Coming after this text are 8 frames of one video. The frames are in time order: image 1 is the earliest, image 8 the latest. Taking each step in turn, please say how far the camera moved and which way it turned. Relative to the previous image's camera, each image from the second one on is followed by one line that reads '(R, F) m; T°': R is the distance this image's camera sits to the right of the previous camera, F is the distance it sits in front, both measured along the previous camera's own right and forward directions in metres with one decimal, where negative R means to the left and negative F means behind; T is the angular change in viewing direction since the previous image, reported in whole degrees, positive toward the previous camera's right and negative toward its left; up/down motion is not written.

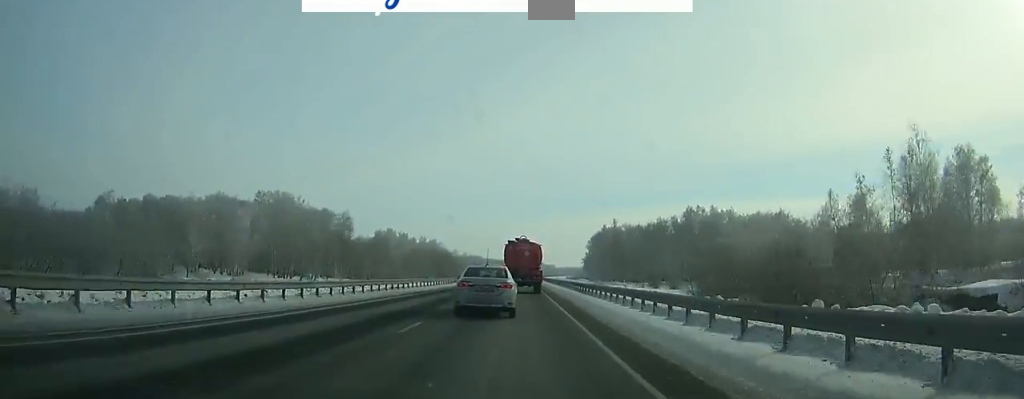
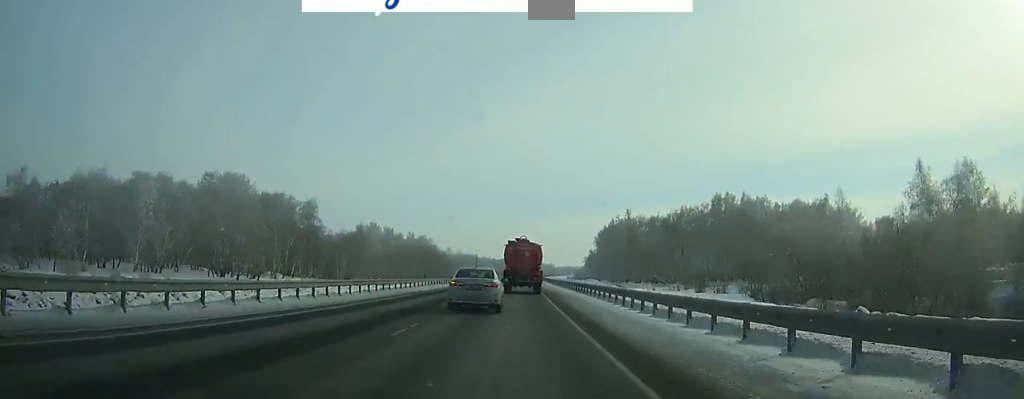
(-0.1, +27.2) m; 0°
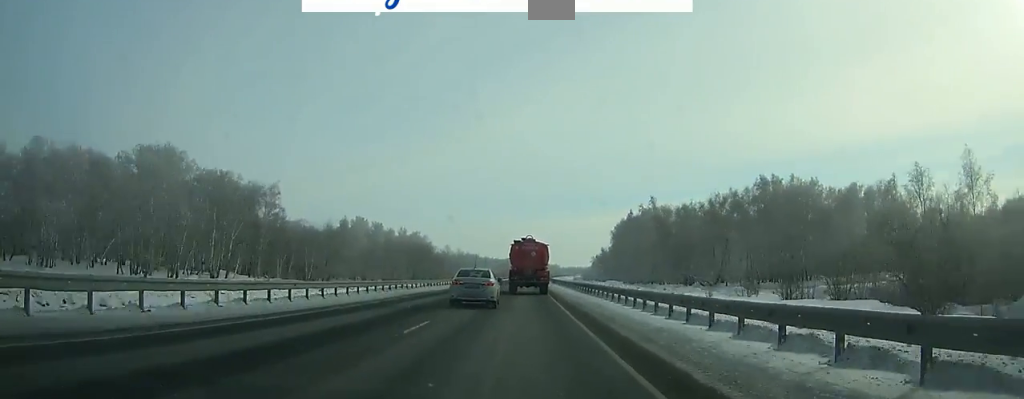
(0.0, +25.0) m; 0°
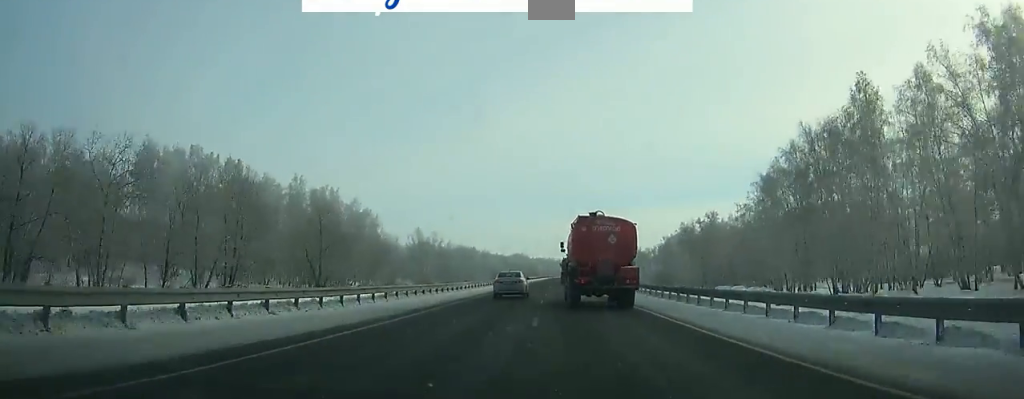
(+0.4, +112.0) m; +1°
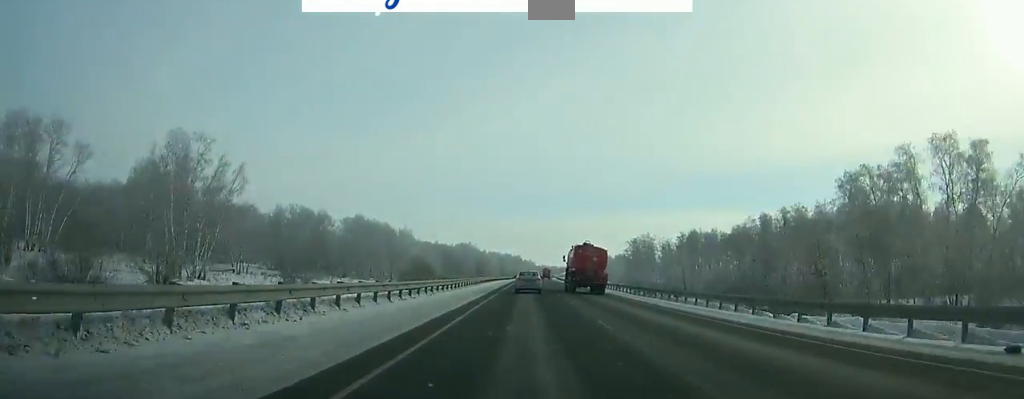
(+3.0, +126.3) m; +3°
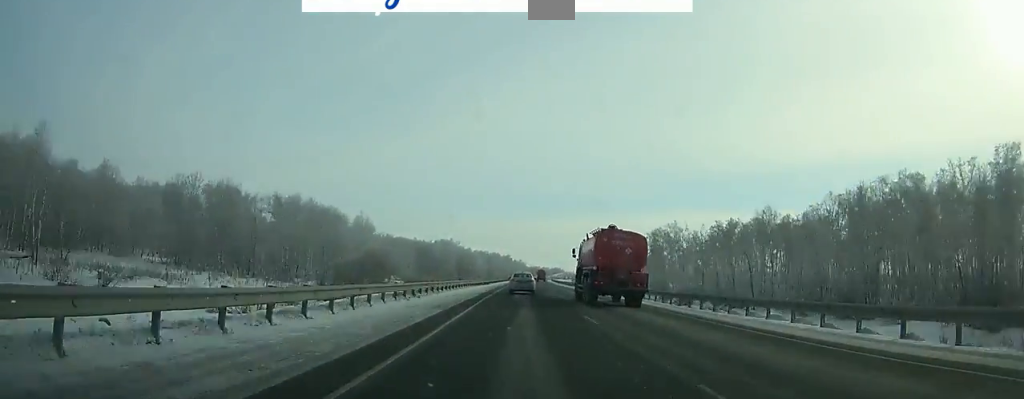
(+0.7, +47.9) m; +1°
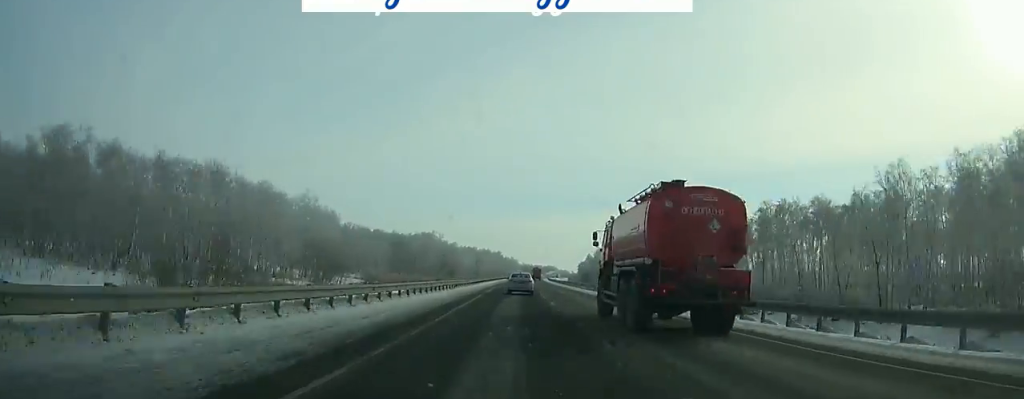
(+0.1, +36.7) m; +1°
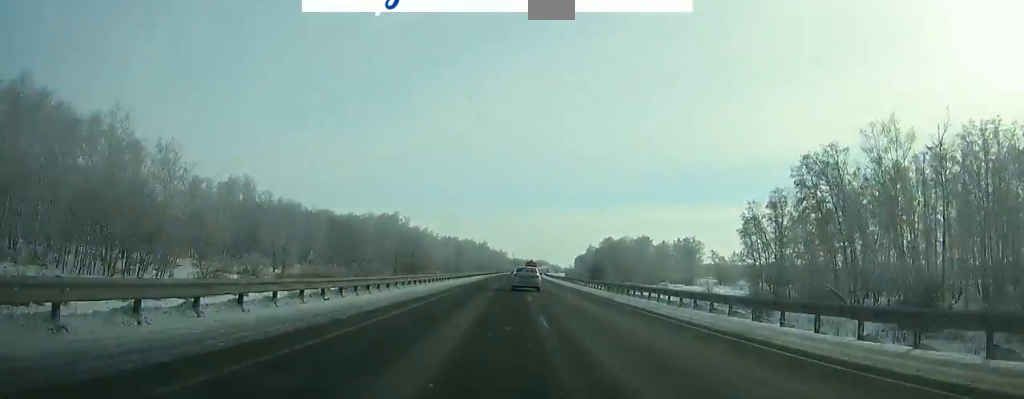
(+0.6, +59.4) m; +1°
